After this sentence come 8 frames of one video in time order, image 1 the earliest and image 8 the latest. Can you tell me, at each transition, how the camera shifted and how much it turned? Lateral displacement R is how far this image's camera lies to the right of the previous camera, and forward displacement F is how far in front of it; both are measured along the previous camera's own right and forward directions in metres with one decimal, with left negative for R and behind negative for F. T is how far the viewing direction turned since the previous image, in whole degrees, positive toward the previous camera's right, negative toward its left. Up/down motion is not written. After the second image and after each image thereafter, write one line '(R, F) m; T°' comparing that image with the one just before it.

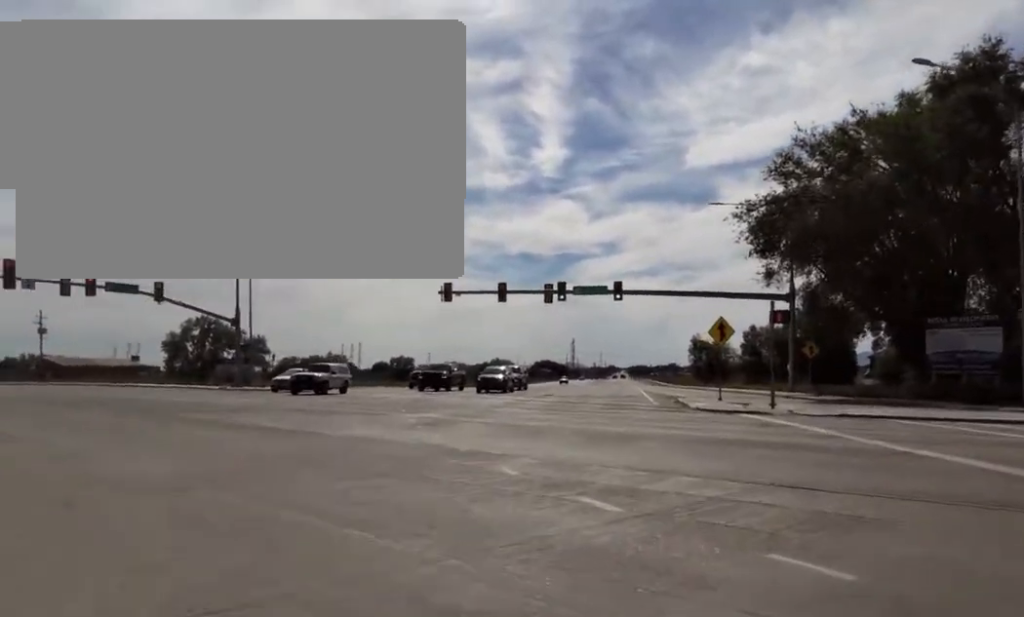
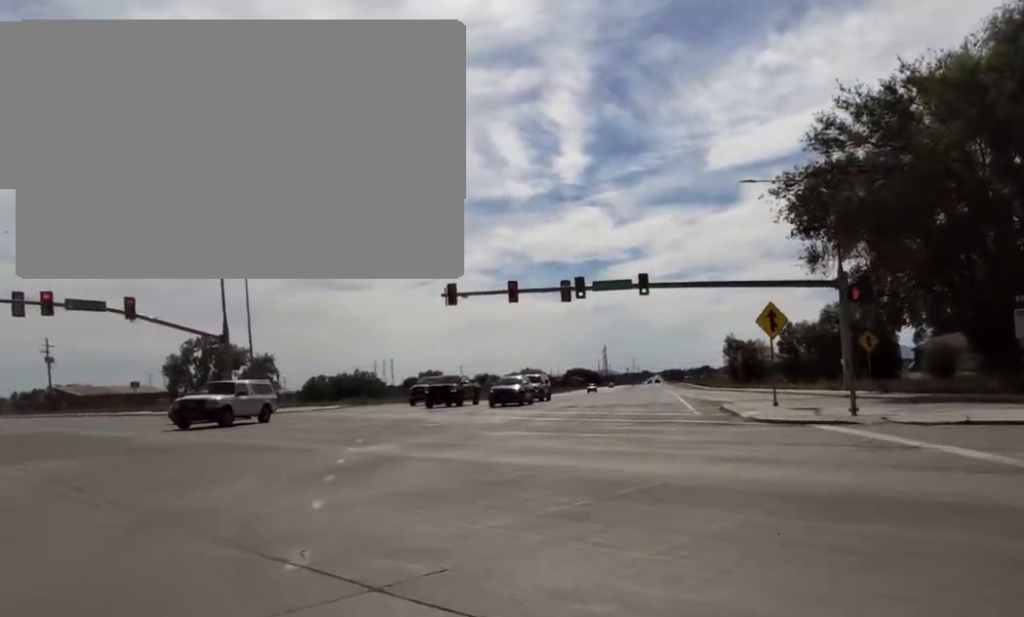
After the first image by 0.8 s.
(0.0, +5.7) m; 0°
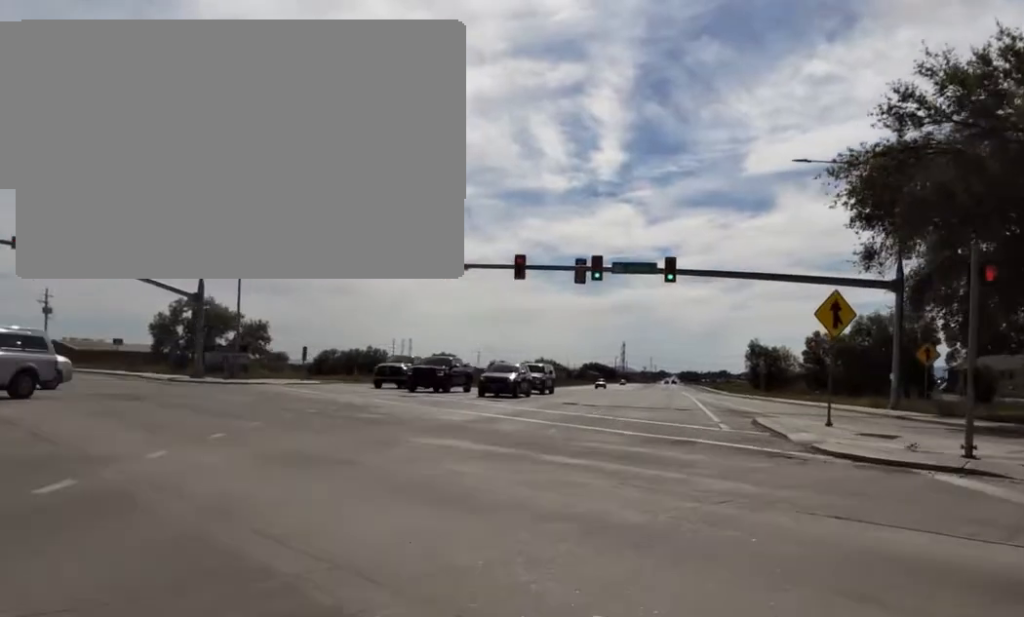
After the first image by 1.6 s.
(0.0, +5.5) m; 0°
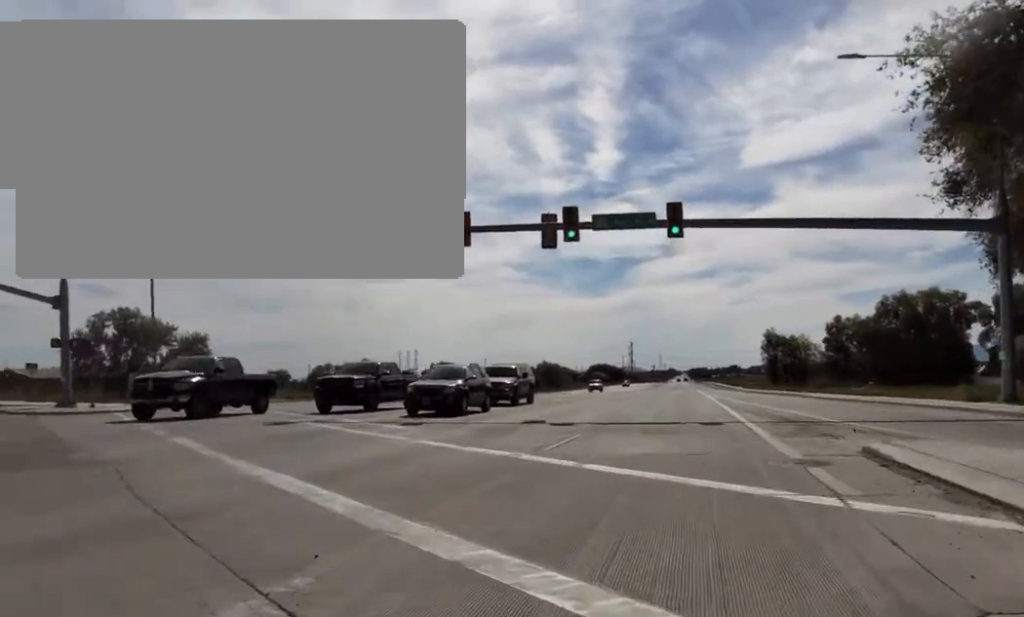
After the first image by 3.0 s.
(0.0, +11.0) m; 0°
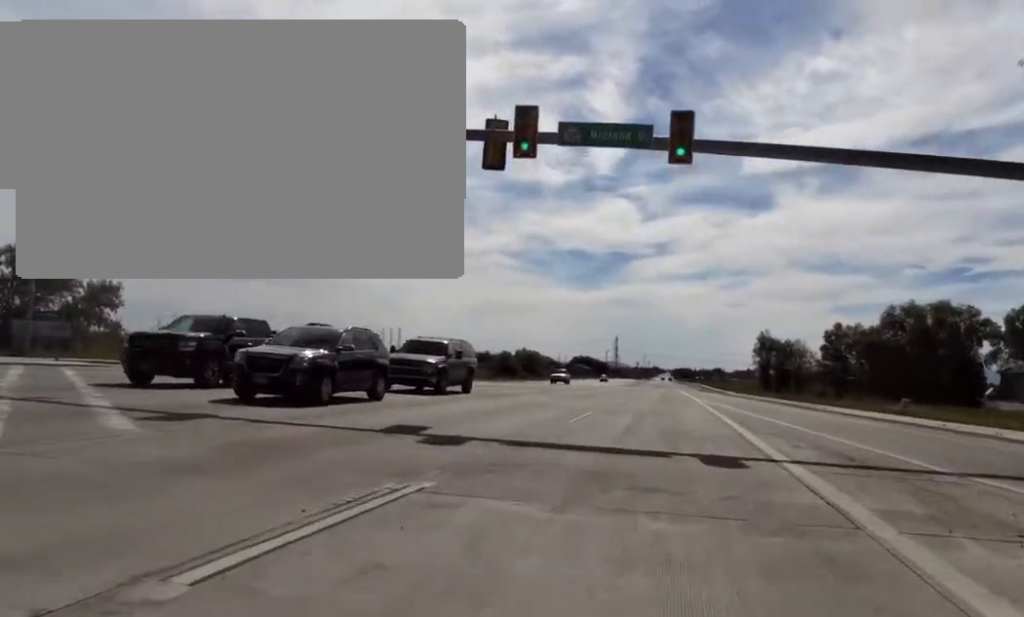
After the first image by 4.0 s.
(0.0, +8.9) m; 0°
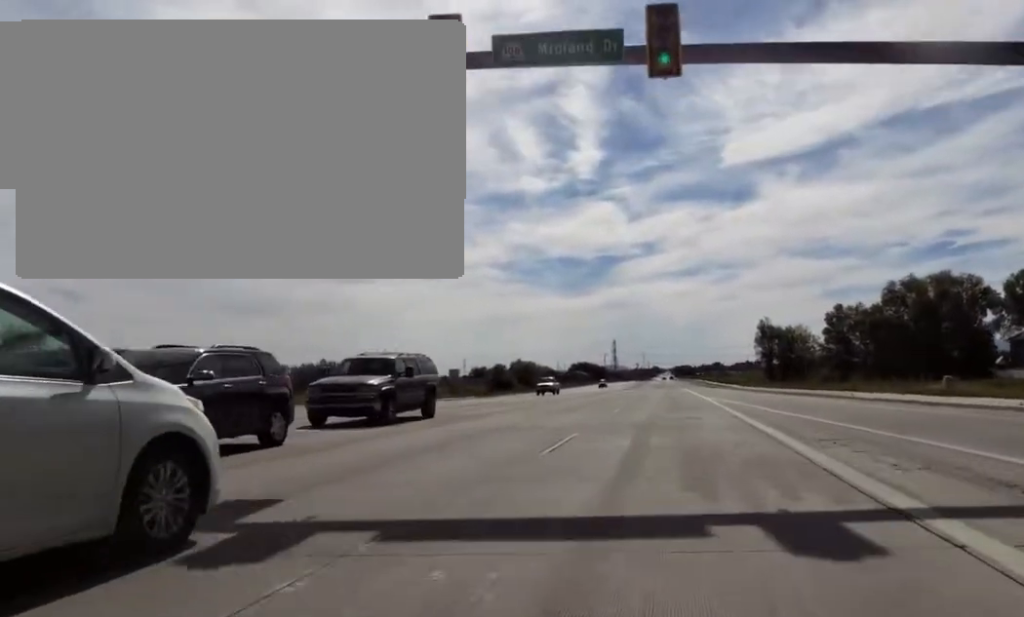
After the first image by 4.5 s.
(0.0, +4.9) m; 0°
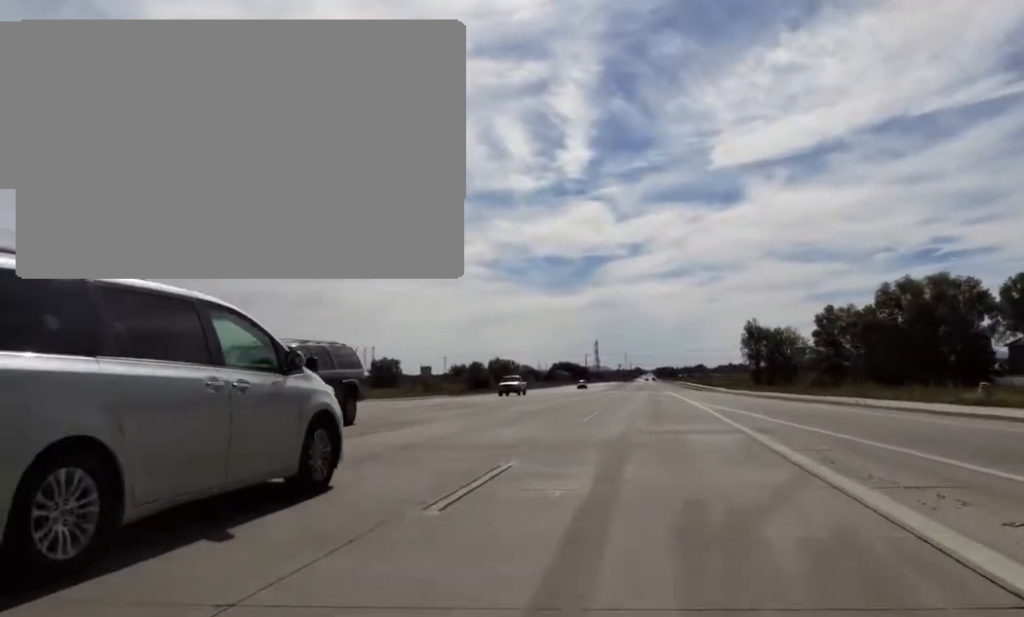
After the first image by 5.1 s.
(0.0, +4.9) m; +1°
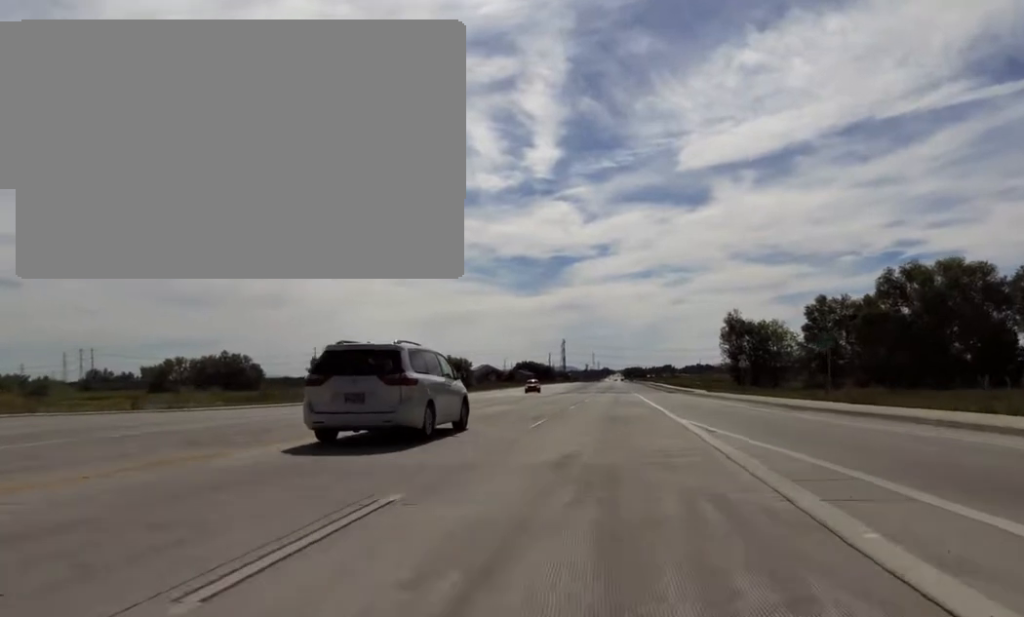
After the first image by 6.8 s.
(+1.8, +16.0) m; +7°
